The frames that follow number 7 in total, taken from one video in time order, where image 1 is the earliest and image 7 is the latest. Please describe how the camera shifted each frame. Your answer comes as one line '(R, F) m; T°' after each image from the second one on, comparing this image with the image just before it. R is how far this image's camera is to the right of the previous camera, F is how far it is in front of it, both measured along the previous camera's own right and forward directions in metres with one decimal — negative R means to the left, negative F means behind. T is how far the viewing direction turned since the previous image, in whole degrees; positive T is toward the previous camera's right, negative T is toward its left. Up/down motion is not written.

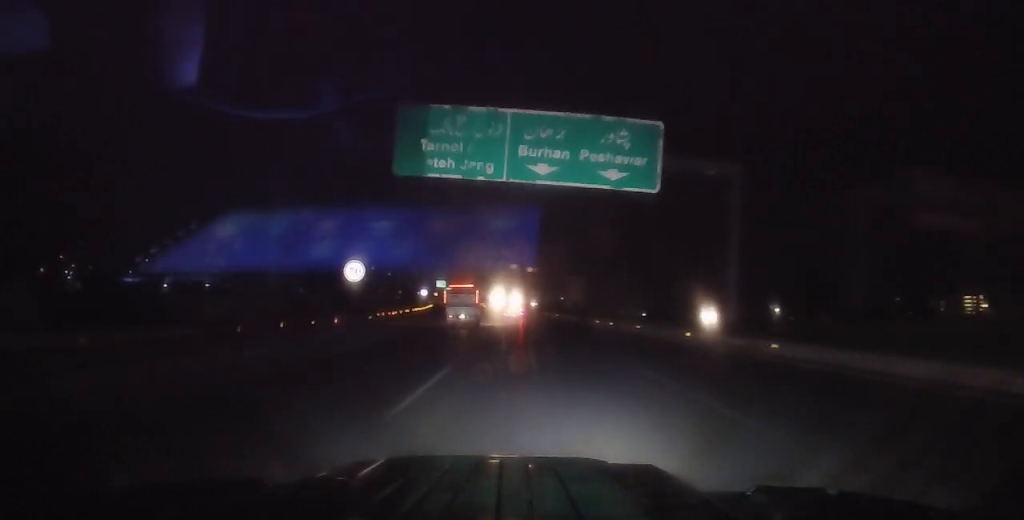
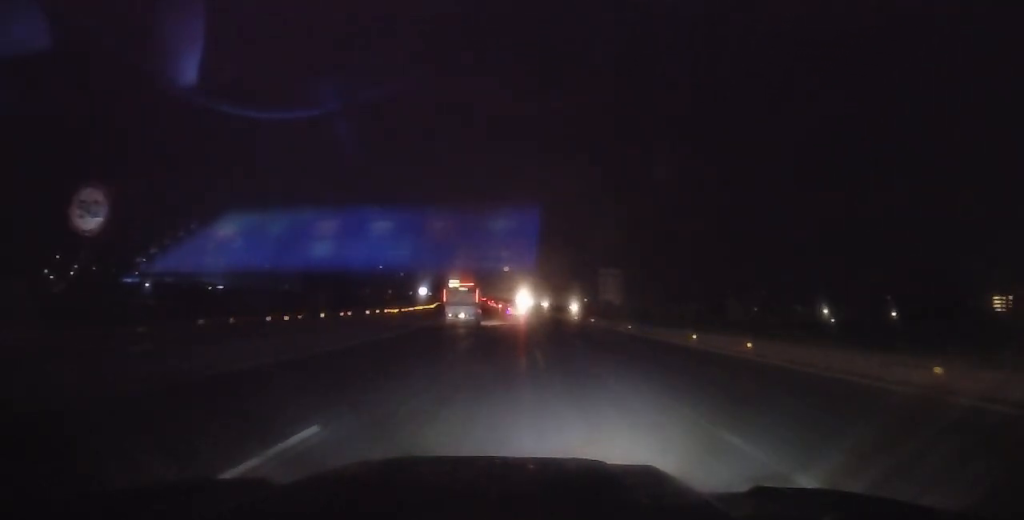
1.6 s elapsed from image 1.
(-0.3, +24.9) m; -4°
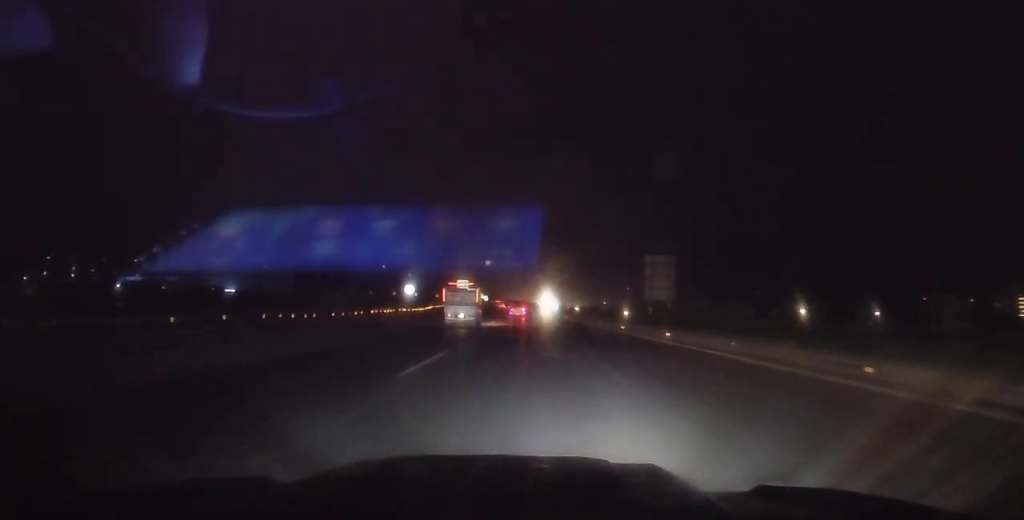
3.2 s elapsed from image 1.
(-0.9, +25.0) m; -1°
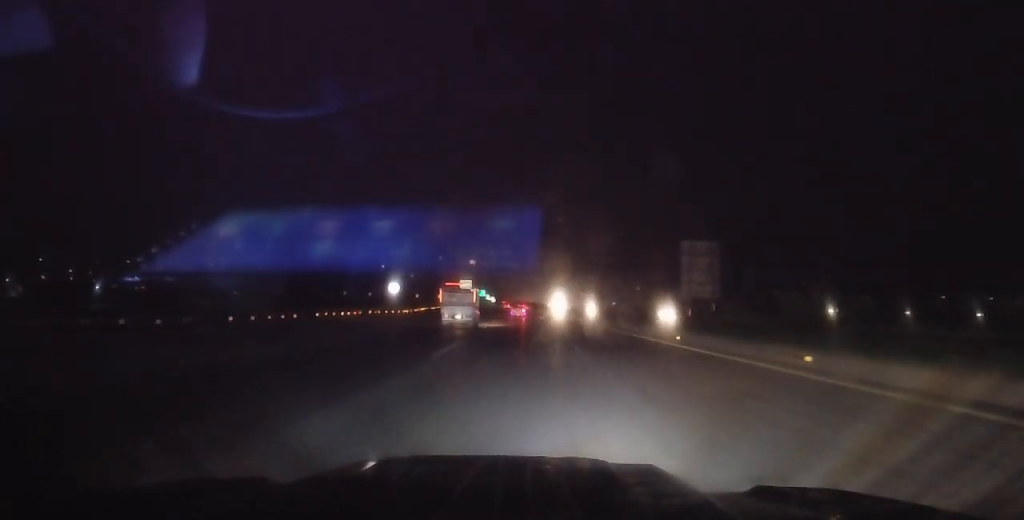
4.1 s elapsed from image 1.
(+0.1, +13.6) m; 0°
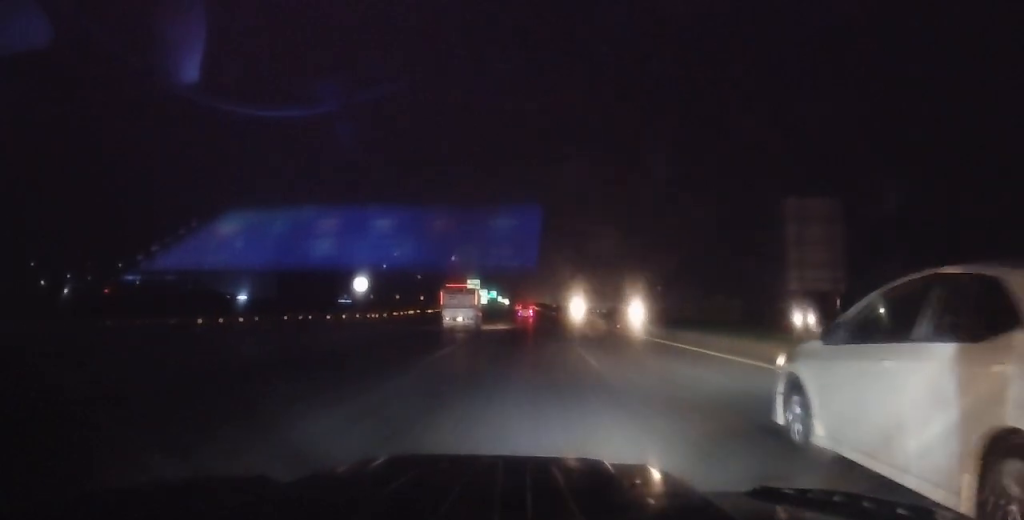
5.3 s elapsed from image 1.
(-0.1, +19.4) m; -2°
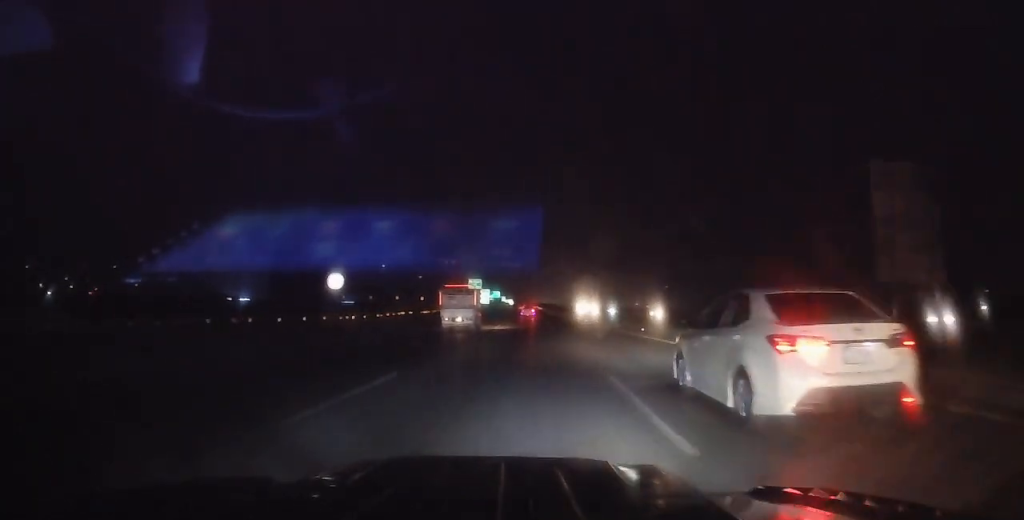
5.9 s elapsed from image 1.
(-0.1, +8.1) m; 0°
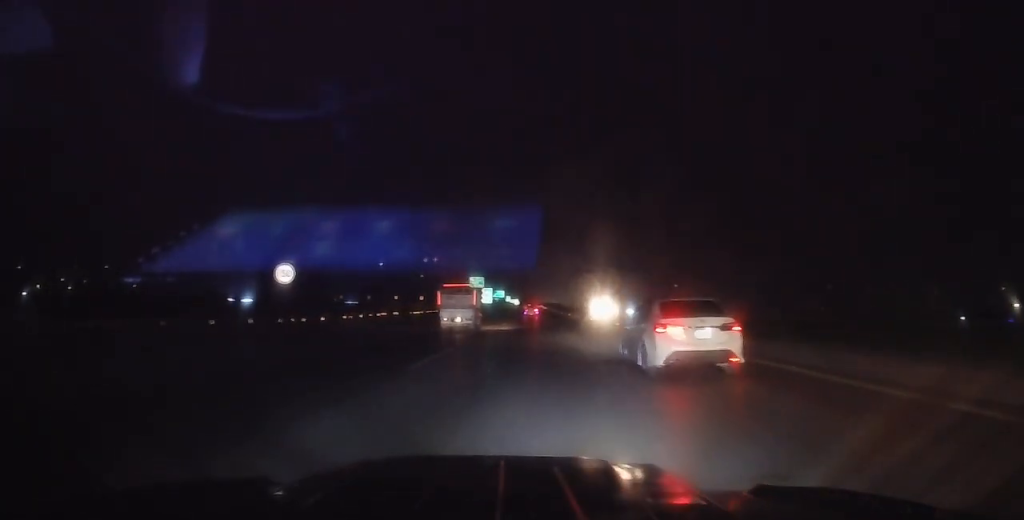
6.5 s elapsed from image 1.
(-0.3, +10.8) m; +1°
